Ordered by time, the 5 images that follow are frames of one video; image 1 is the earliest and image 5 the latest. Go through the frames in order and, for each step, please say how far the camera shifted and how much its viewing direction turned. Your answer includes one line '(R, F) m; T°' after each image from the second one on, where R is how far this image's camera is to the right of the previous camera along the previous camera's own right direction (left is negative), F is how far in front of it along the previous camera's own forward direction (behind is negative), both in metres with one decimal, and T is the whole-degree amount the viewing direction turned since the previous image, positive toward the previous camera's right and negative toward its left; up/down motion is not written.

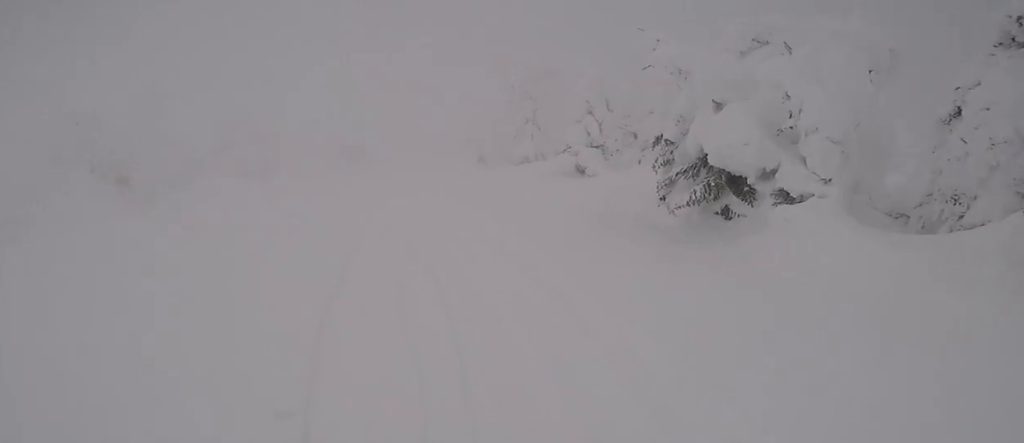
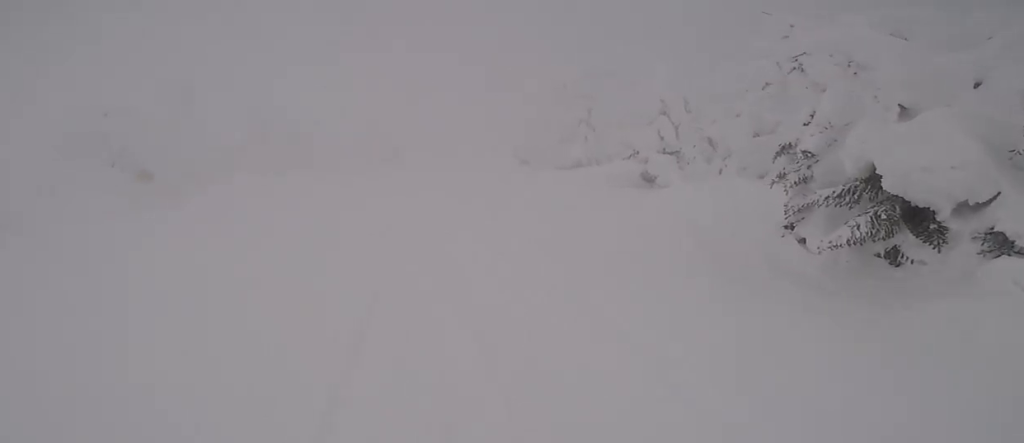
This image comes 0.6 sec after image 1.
(+0.1, +1.9) m; 0°
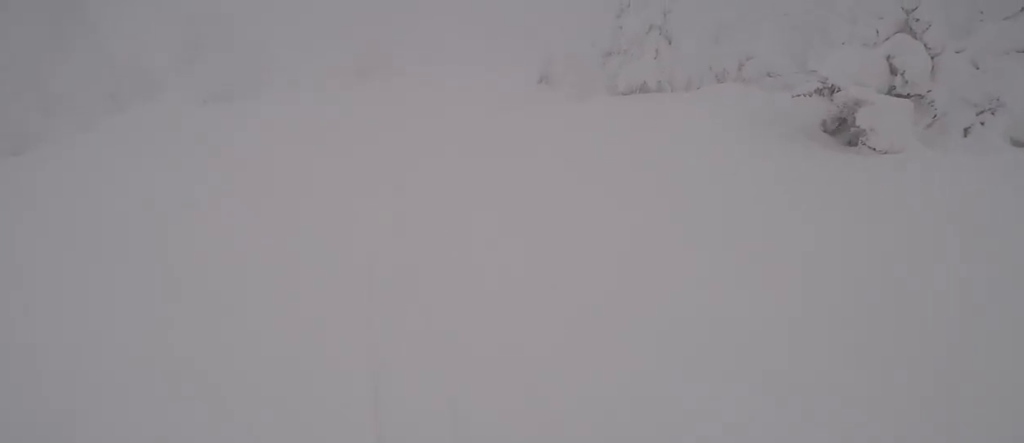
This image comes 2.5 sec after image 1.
(-0.2, +6.7) m; -4°
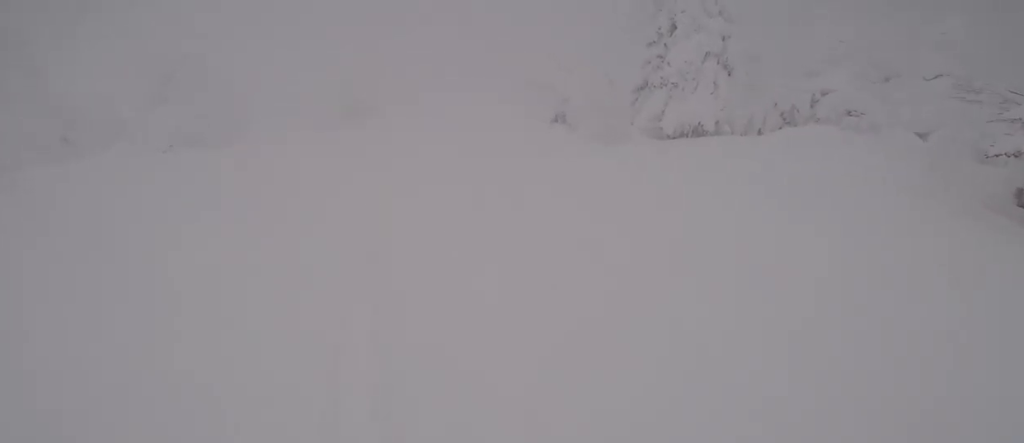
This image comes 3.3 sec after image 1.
(0.0, +3.1) m; 0°
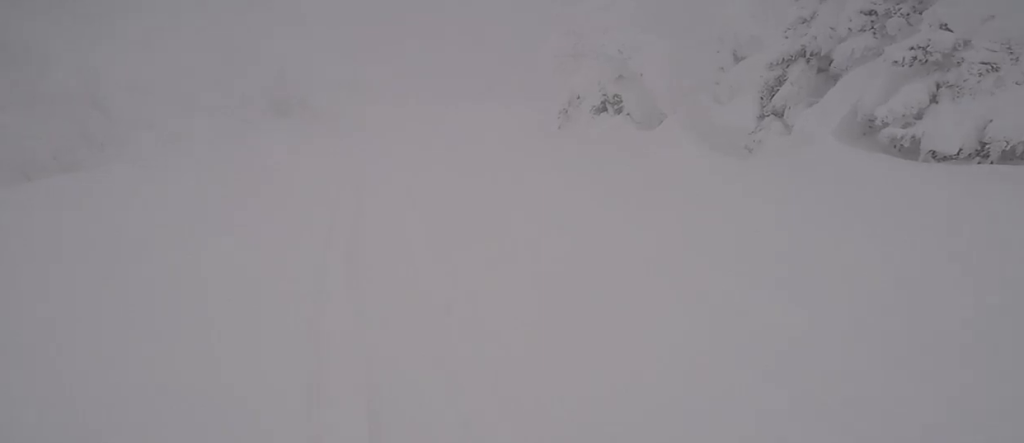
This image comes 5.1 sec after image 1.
(+0.1, +7.2) m; +1°
